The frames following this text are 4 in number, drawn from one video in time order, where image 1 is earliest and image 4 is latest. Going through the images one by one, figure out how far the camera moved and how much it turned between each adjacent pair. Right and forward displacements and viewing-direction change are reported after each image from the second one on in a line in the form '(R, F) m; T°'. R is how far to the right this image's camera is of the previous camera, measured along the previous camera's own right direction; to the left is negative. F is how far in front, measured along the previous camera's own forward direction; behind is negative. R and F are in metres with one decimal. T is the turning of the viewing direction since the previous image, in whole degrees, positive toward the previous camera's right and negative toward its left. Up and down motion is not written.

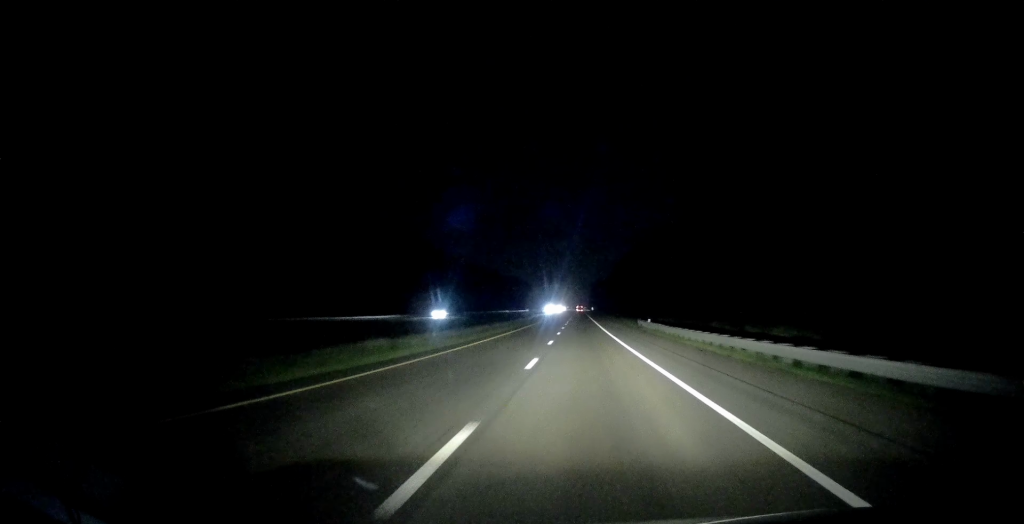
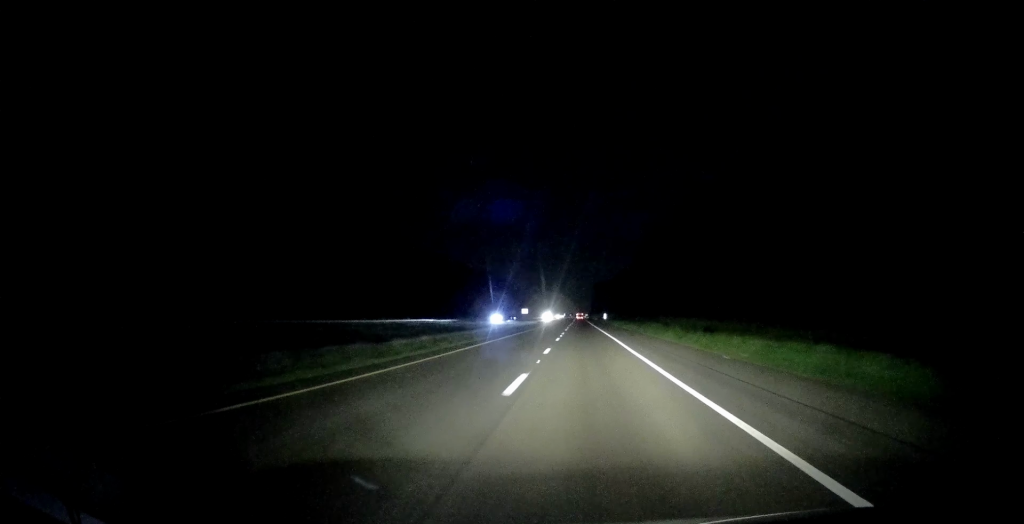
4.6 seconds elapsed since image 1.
(+0.5, +149.8) m; 0°
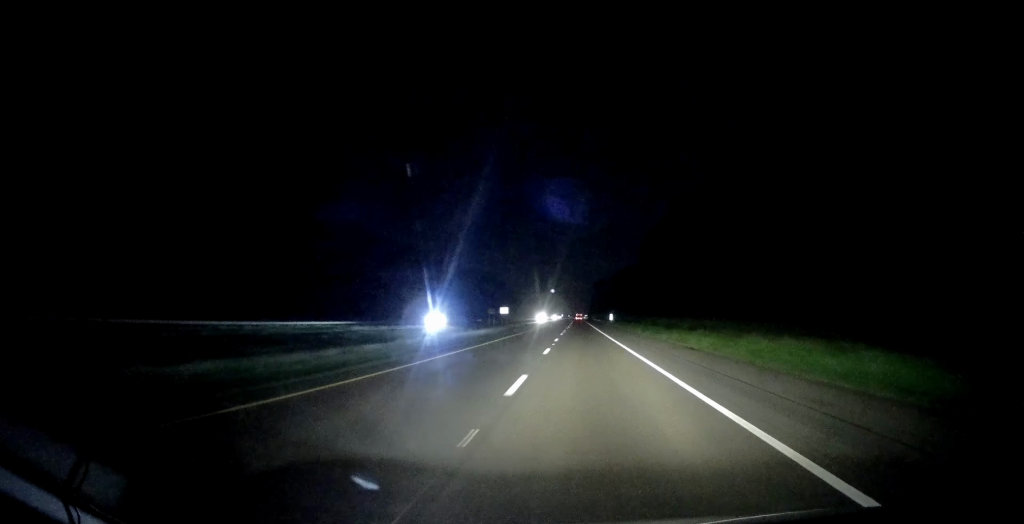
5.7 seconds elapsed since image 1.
(+0.2, +35.7) m; 0°
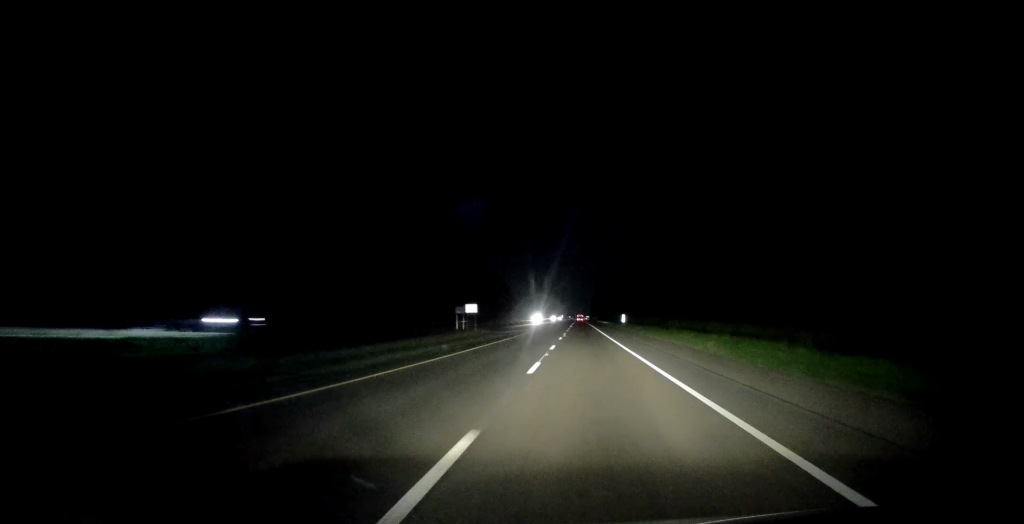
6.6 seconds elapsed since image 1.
(-0.2, +31.3) m; 0°
